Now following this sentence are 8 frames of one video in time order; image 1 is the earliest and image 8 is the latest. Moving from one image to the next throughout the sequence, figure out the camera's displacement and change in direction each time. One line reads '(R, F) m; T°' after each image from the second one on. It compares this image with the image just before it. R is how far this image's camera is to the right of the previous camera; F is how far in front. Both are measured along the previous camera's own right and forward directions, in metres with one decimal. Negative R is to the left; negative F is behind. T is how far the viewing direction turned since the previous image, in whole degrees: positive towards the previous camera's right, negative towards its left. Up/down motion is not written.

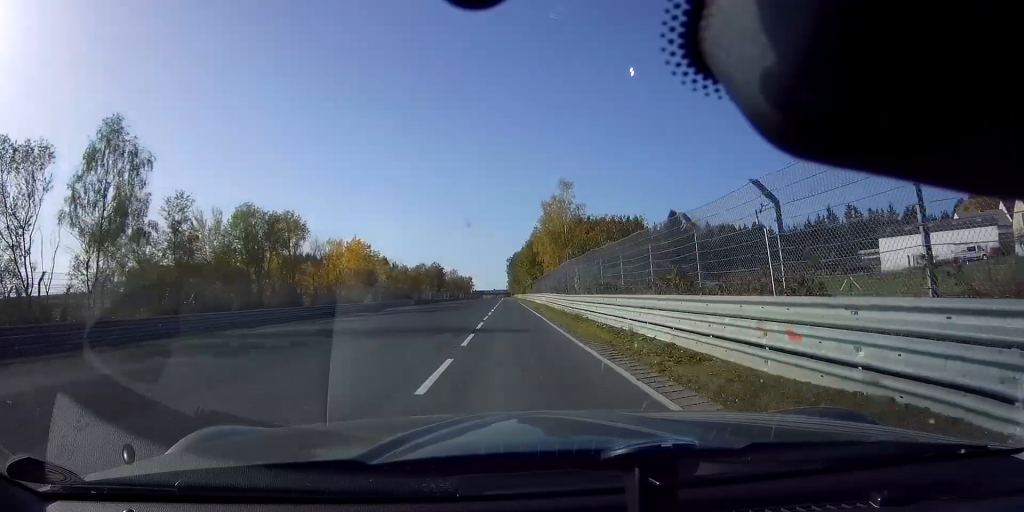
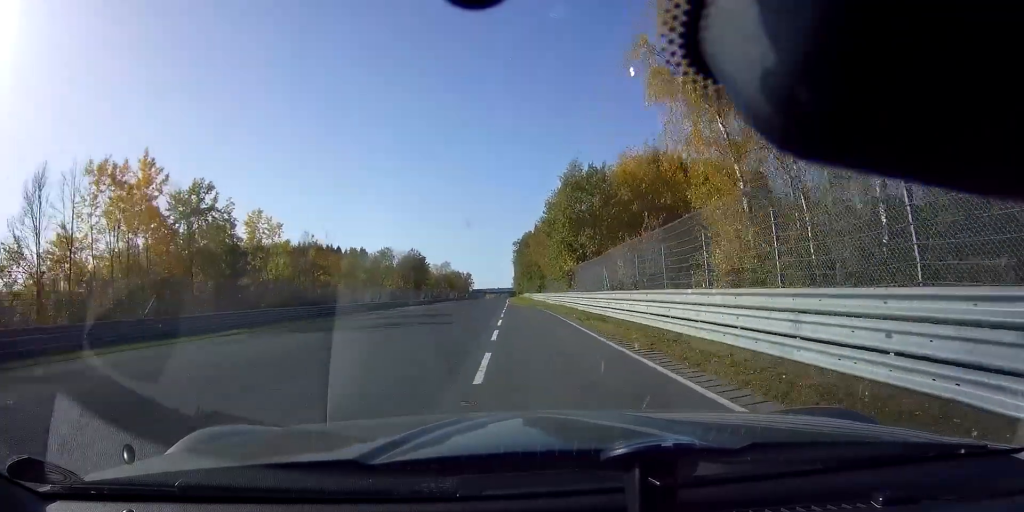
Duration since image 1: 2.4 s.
(+0.3, +51.0) m; 0°
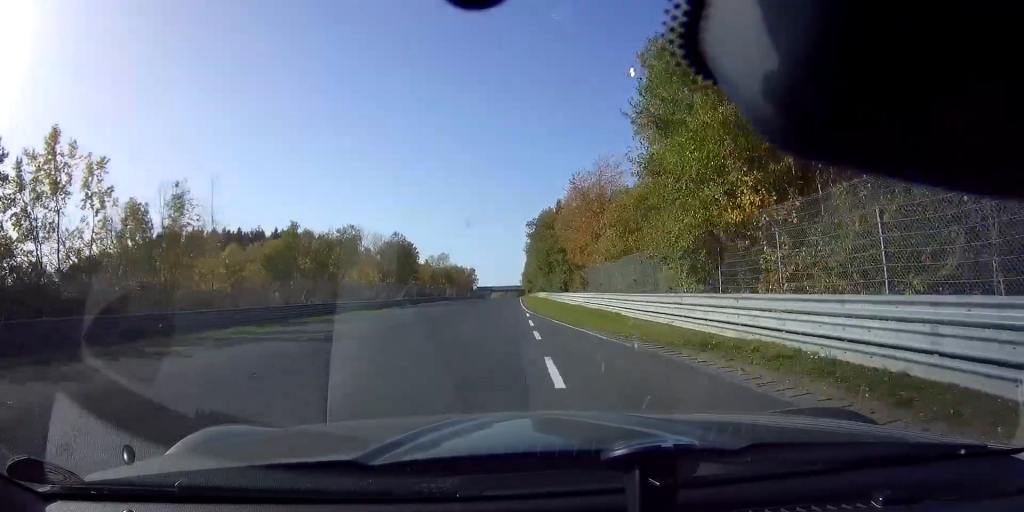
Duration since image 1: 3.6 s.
(0.0, +30.0) m; 0°
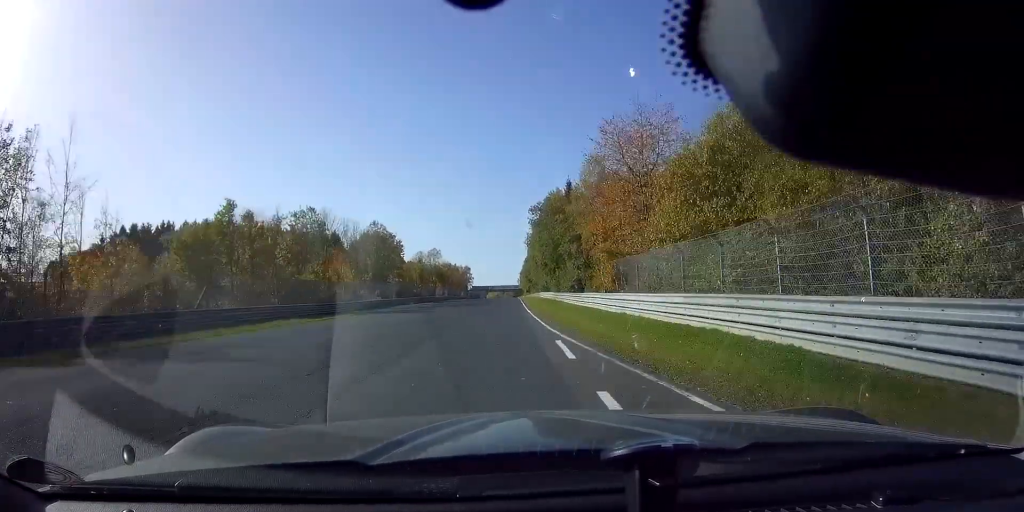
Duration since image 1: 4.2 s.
(+0.2, +15.4) m; 0°
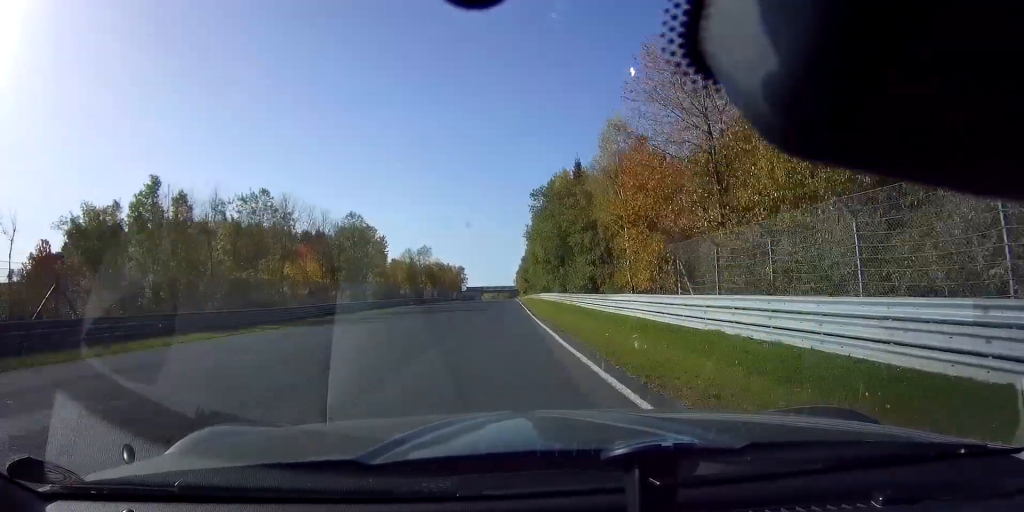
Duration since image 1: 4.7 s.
(-0.1, +11.6) m; 0°
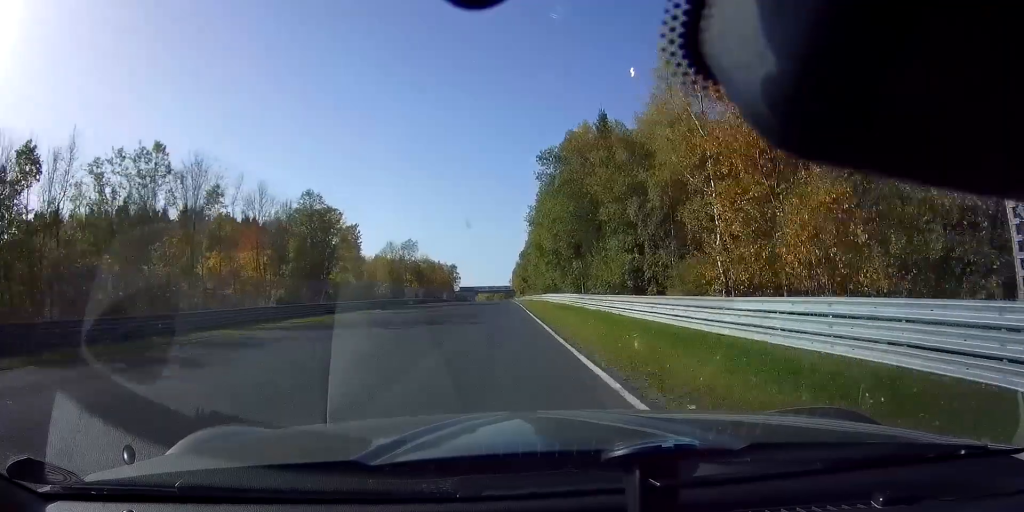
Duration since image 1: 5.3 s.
(-0.2, +16.2) m; 0°
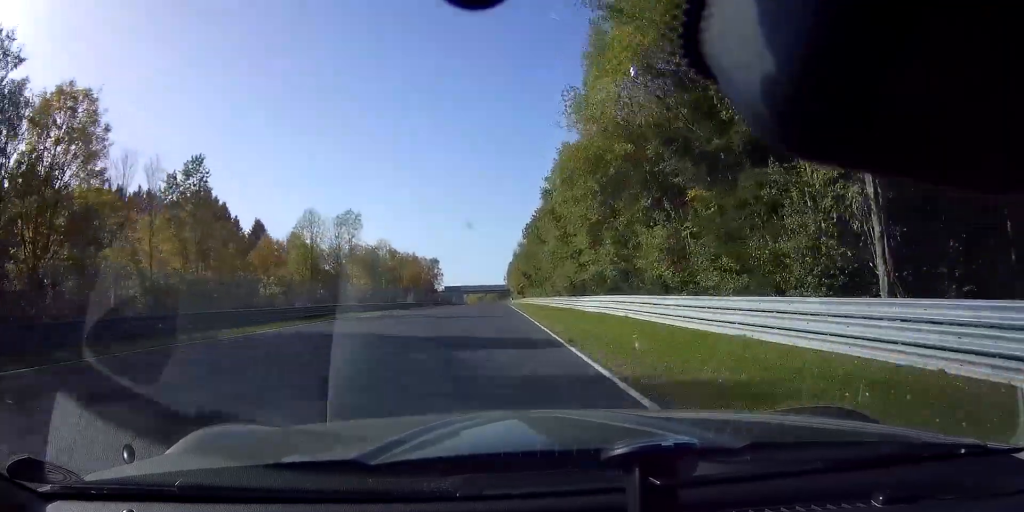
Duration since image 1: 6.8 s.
(+0.9, +44.4) m; +1°
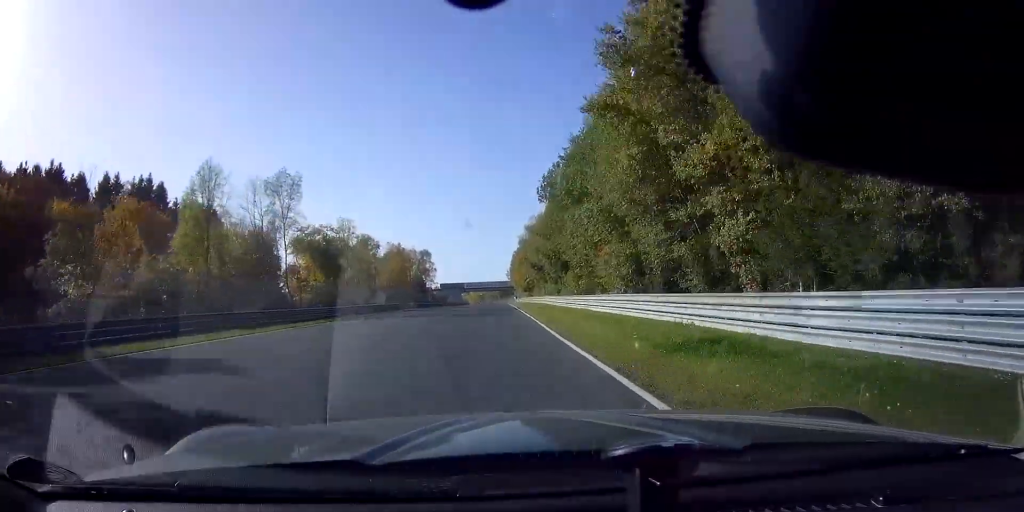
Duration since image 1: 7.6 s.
(0.0, +25.5) m; 0°
